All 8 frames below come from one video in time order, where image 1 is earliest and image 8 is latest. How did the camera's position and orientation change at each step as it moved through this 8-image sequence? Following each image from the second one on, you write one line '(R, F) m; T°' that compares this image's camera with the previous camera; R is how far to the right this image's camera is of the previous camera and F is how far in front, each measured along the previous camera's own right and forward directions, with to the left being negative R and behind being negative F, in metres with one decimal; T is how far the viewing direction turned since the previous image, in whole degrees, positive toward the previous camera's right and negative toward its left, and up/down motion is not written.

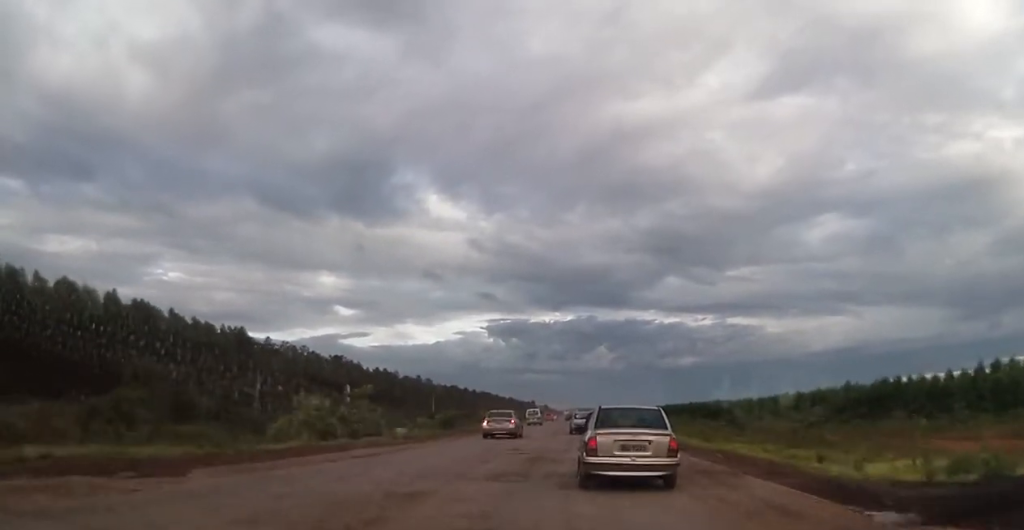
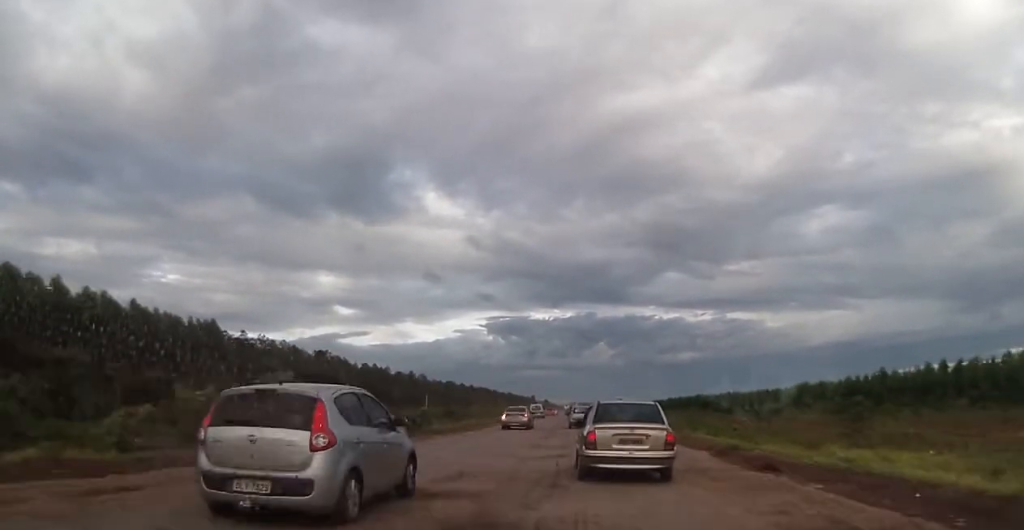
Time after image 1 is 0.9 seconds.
(-0.2, +11.7) m; 0°
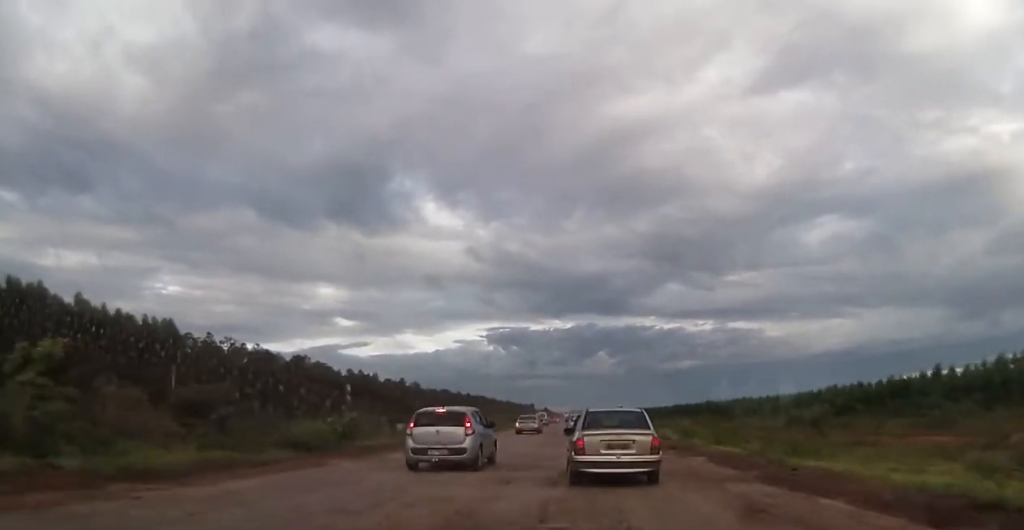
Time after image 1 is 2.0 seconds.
(+0.2, +13.9) m; 0°
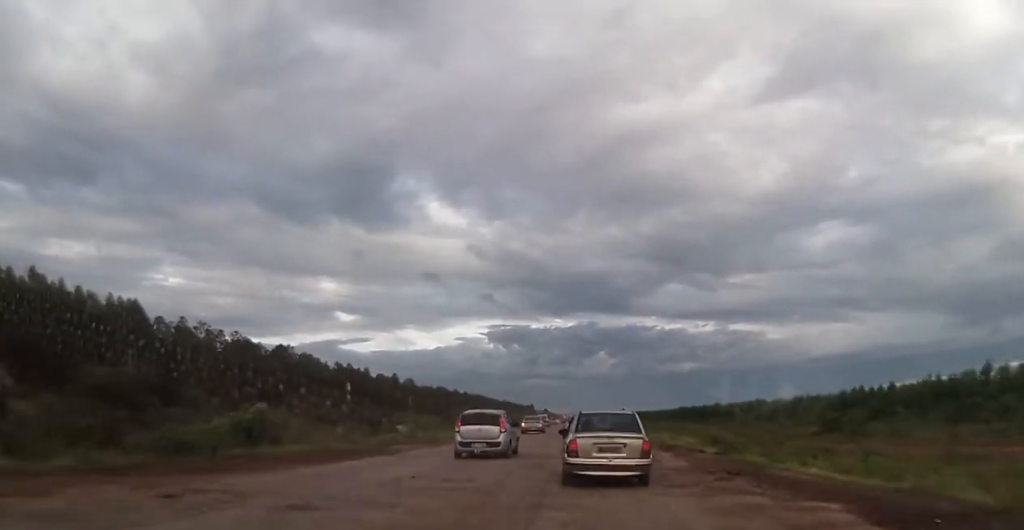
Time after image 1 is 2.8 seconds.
(-0.2, +9.8) m; +1°
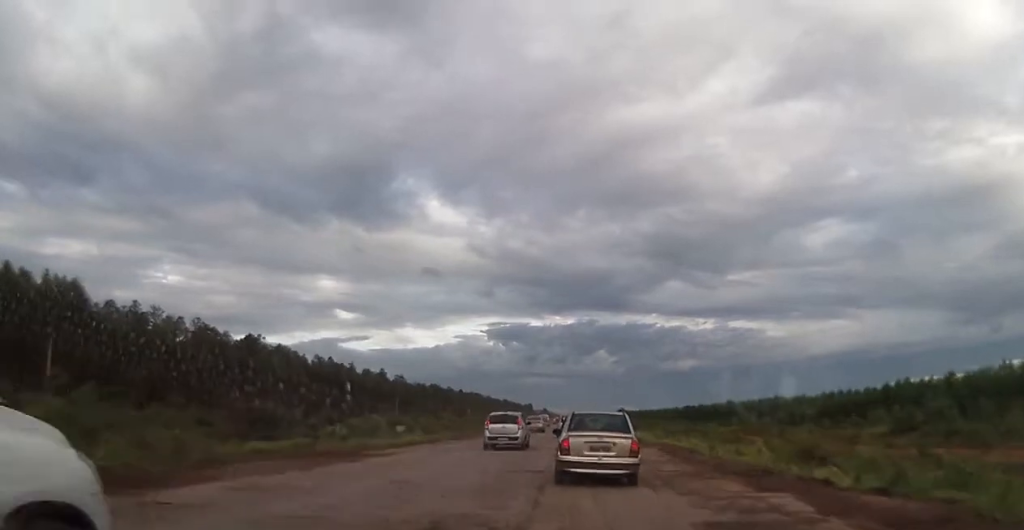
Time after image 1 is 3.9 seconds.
(+0.3, +14.4) m; 0°
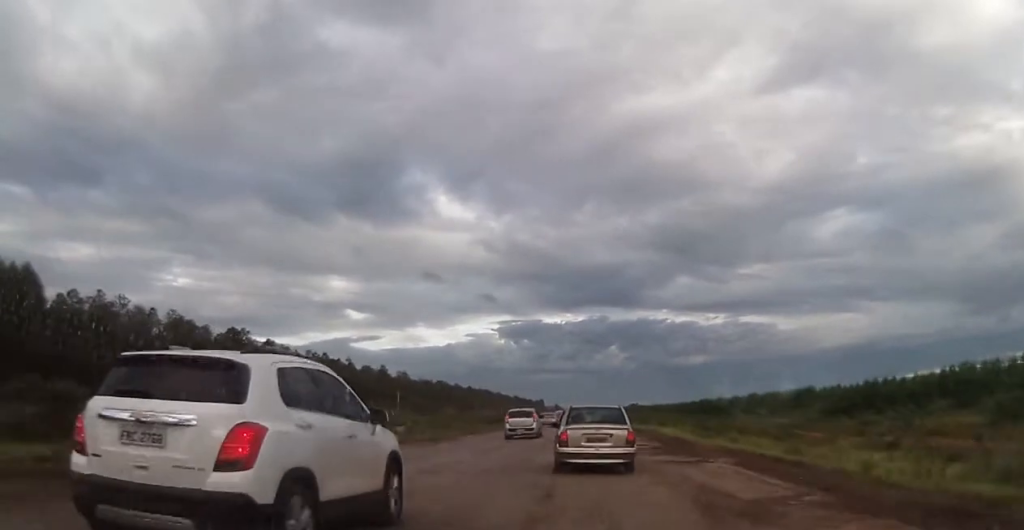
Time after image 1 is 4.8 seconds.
(-0.3, +11.5) m; 0°
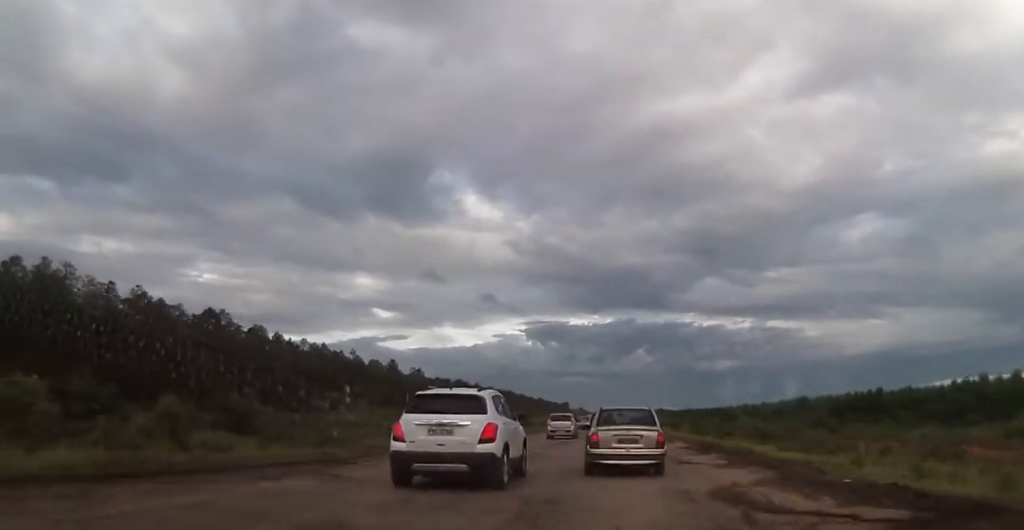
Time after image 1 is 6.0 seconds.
(+0.3, +16.6) m; -1°
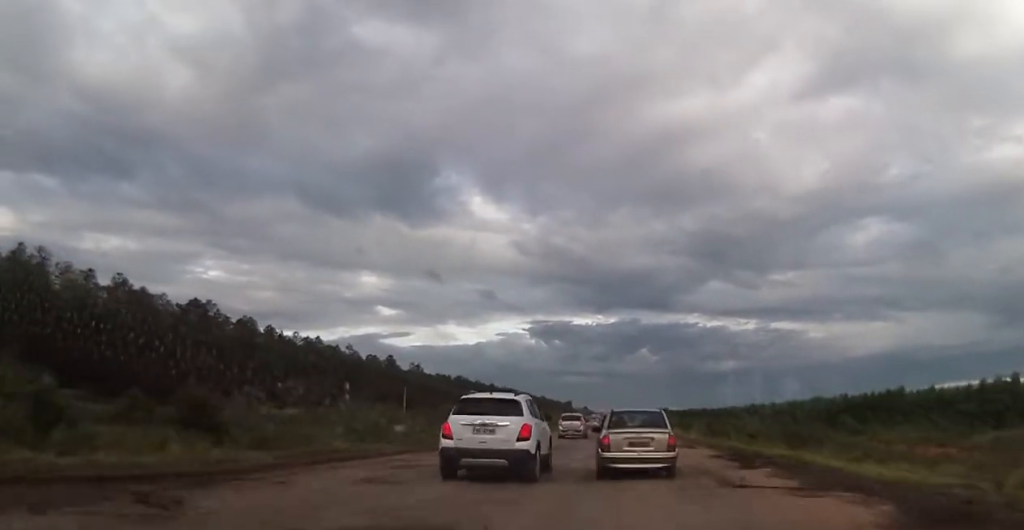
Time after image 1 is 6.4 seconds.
(-0.2, +5.6) m; -1°
